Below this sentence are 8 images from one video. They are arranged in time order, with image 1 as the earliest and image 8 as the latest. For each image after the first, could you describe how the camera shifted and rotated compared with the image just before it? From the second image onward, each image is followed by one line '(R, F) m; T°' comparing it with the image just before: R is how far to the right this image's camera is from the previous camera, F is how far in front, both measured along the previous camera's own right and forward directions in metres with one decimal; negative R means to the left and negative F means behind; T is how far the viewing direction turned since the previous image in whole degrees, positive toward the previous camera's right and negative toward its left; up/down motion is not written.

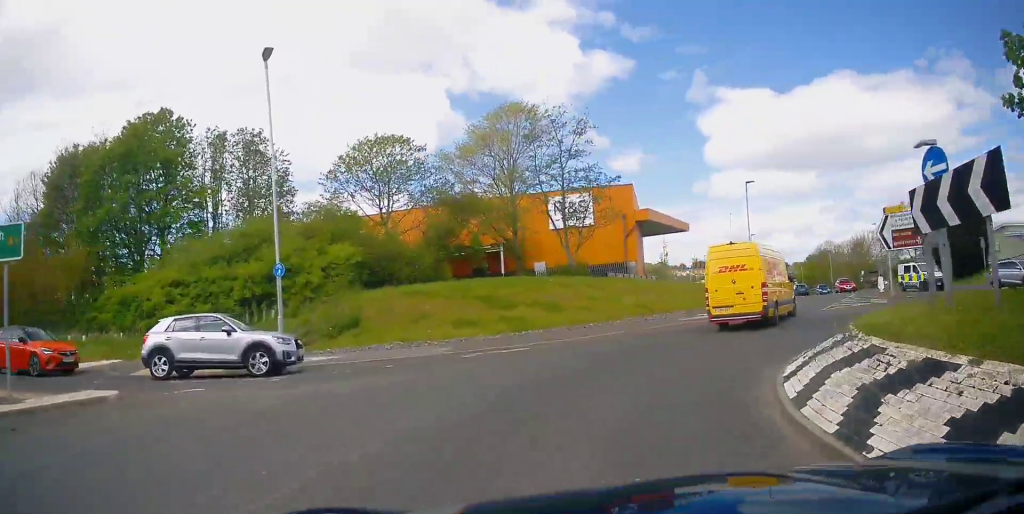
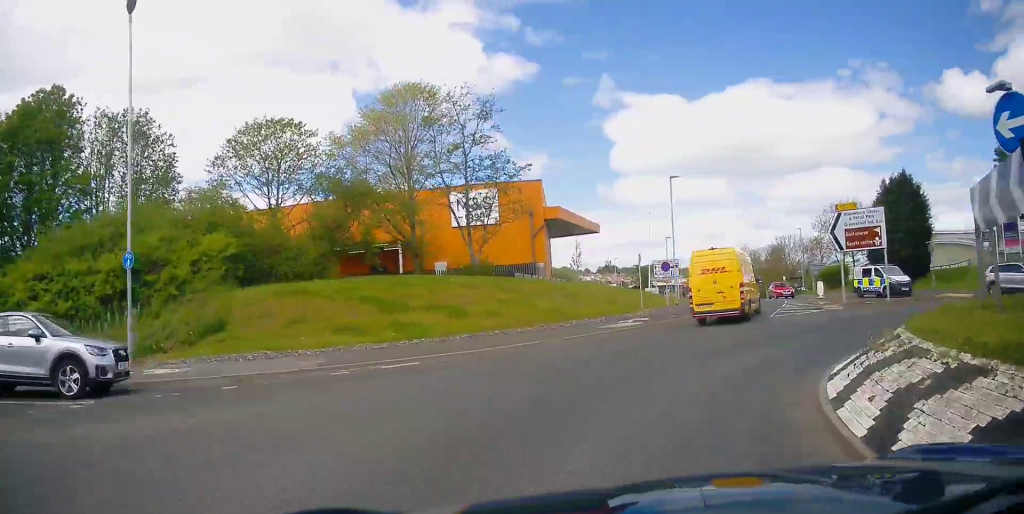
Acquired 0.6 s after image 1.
(+0.1, +3.6) m; +8°
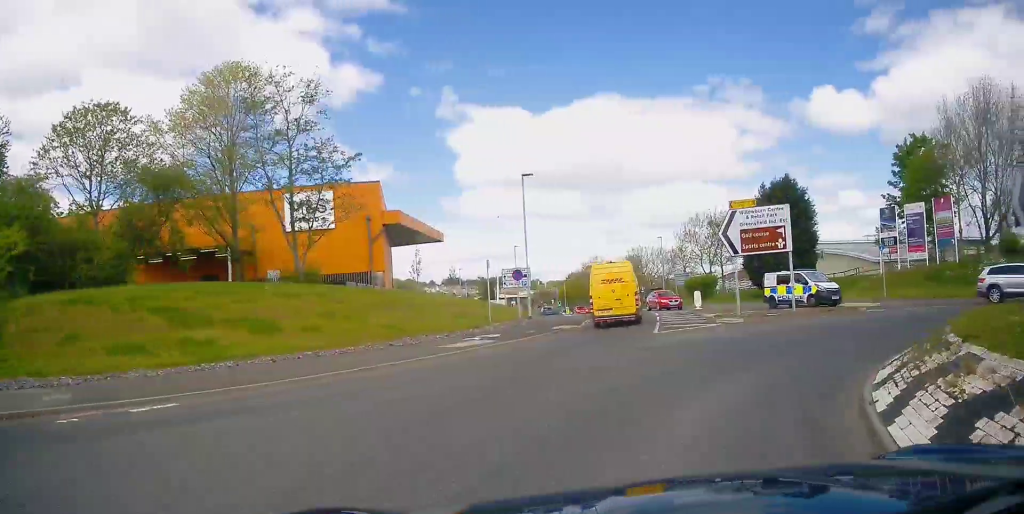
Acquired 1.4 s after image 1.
(+0.2, +4.2) m; +14°
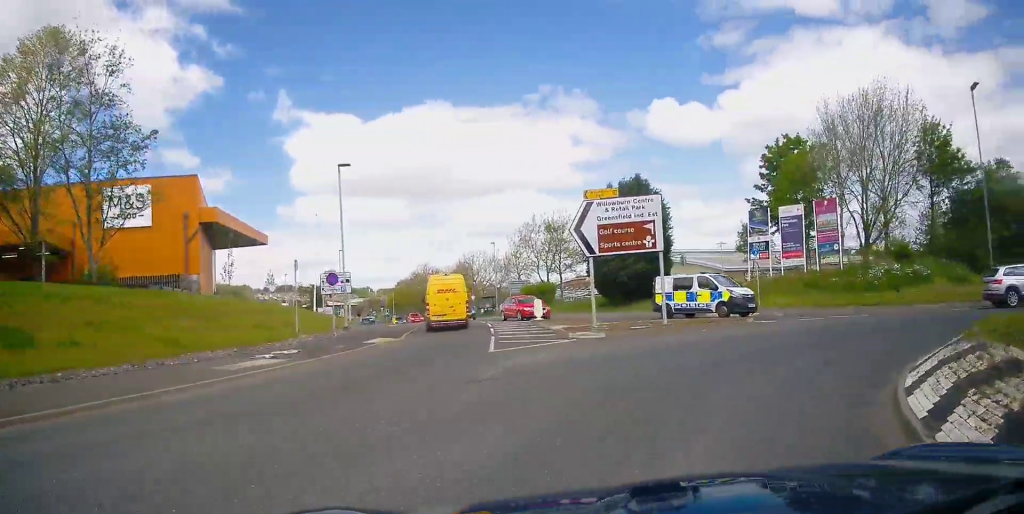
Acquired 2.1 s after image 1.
(+0.8, +3.9) m; +16°
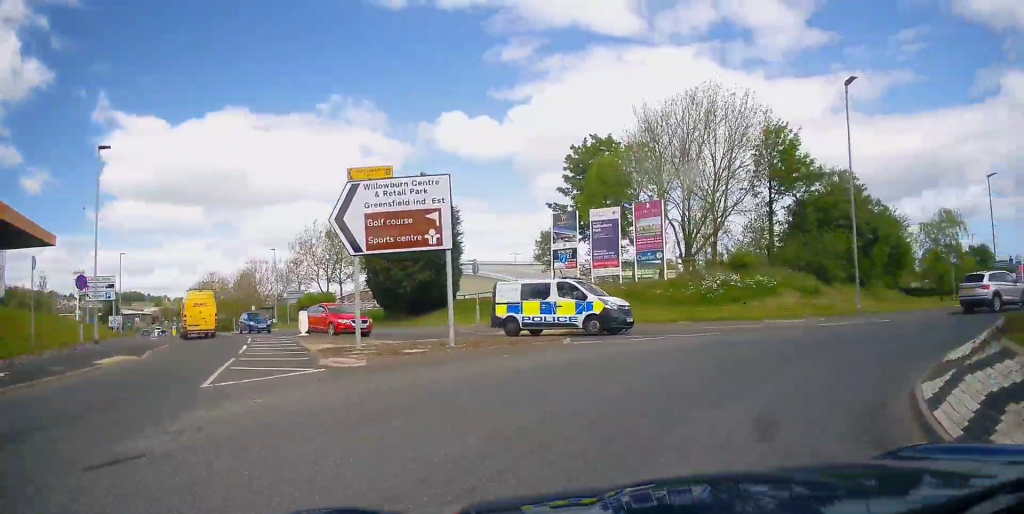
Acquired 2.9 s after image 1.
(+0.7, +4.4) m; +18°
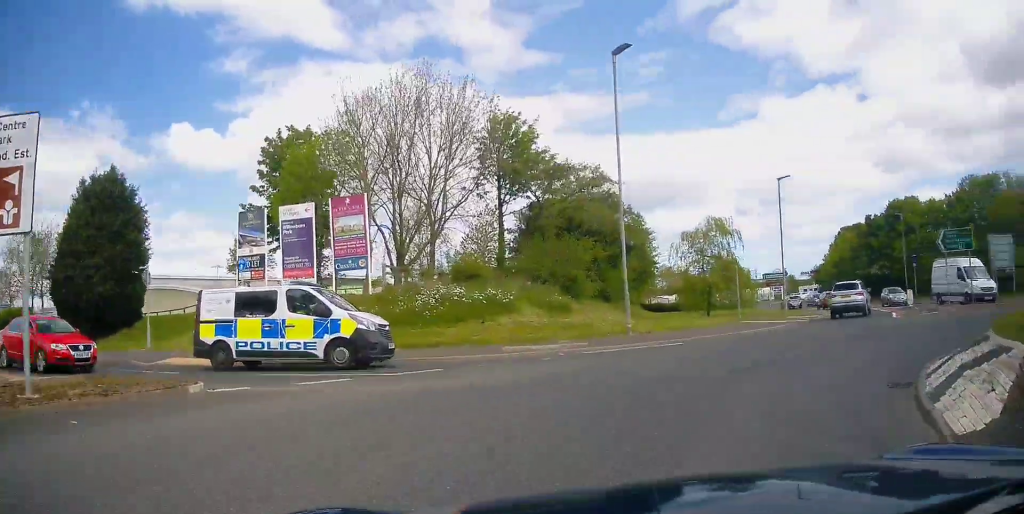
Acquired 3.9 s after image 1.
(+1.1, +5.5) m; +24°
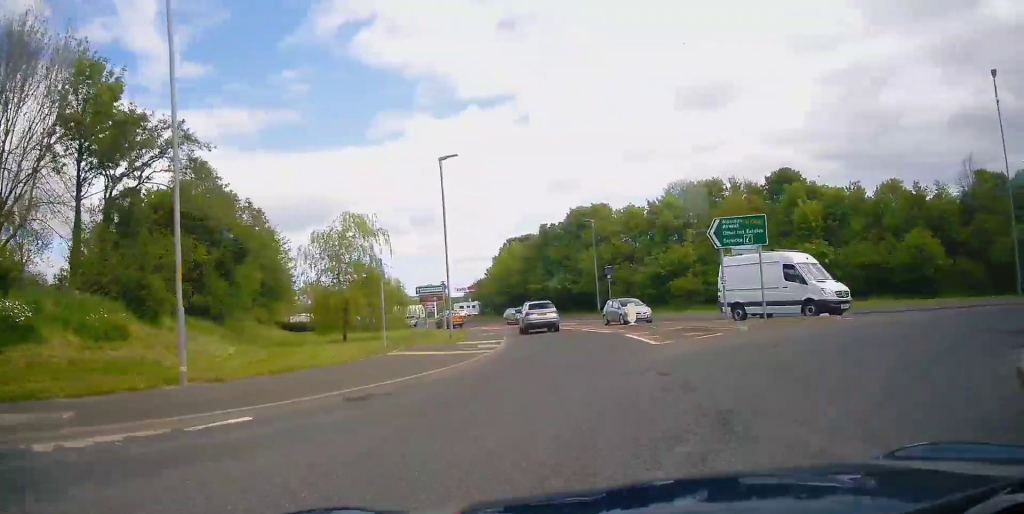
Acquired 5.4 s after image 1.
(+2.7, +8.8) m; +32°
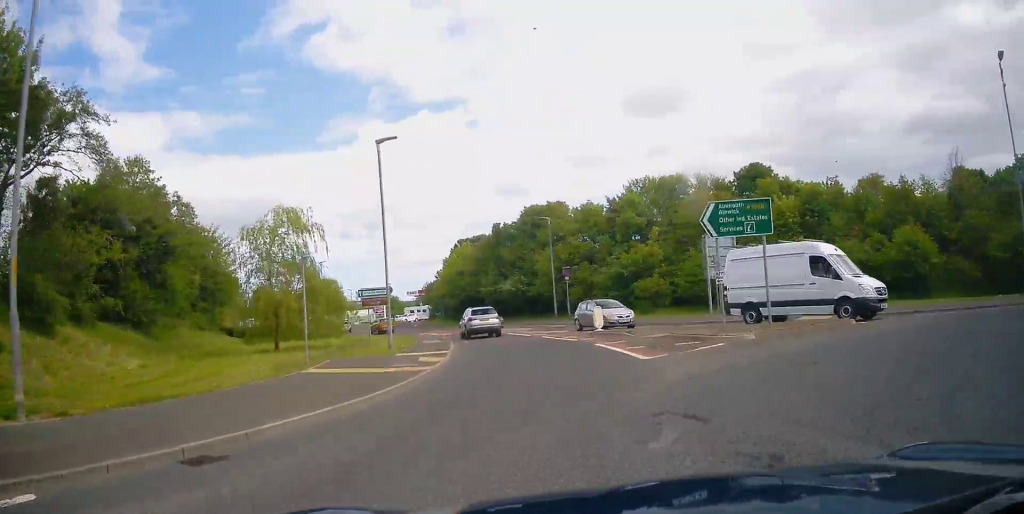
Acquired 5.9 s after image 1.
(+0.5, +3.3) m; +4°
